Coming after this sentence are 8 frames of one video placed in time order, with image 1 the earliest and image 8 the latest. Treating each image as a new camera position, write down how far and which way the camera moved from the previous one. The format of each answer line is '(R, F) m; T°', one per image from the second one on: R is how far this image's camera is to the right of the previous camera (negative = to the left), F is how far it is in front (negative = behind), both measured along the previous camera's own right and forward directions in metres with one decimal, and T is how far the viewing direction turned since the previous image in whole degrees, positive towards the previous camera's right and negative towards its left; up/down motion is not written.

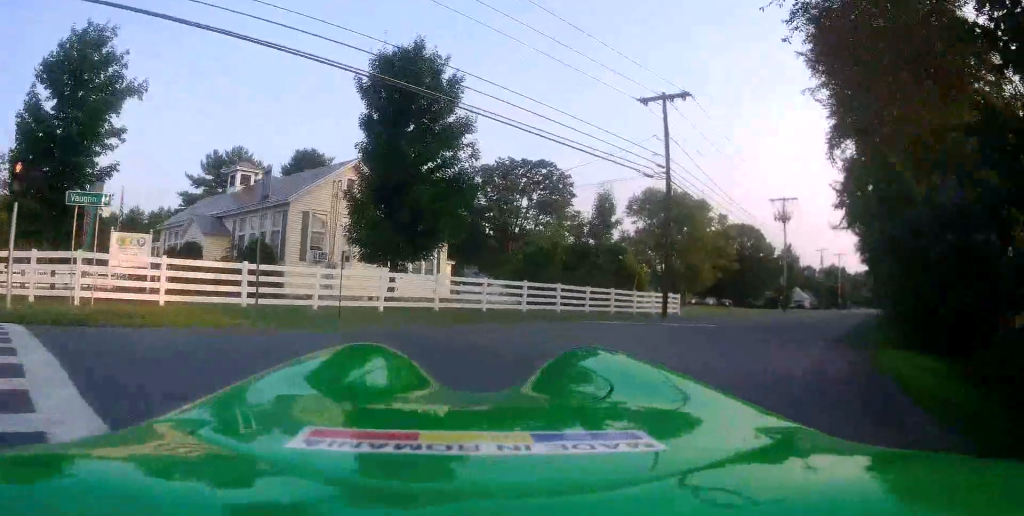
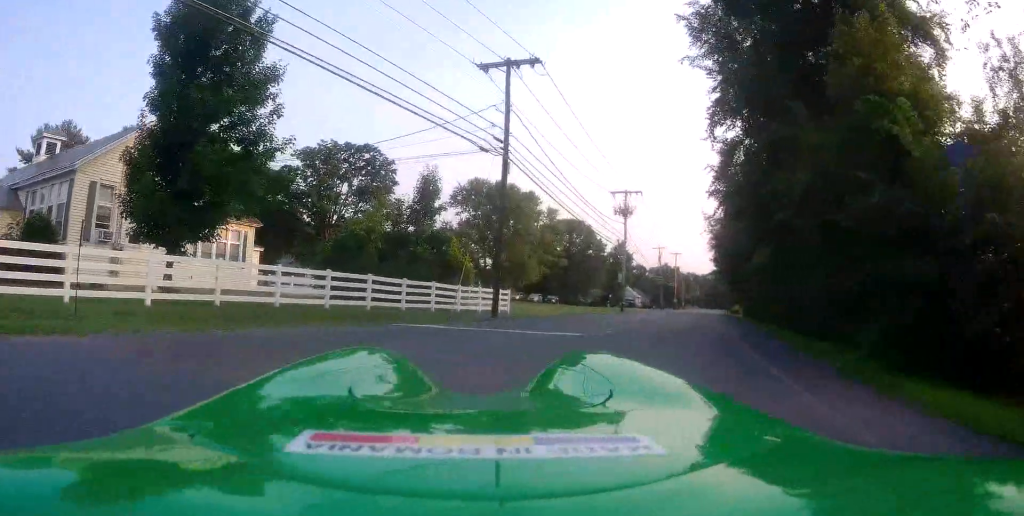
(+1.6, +4.0) m; +20°
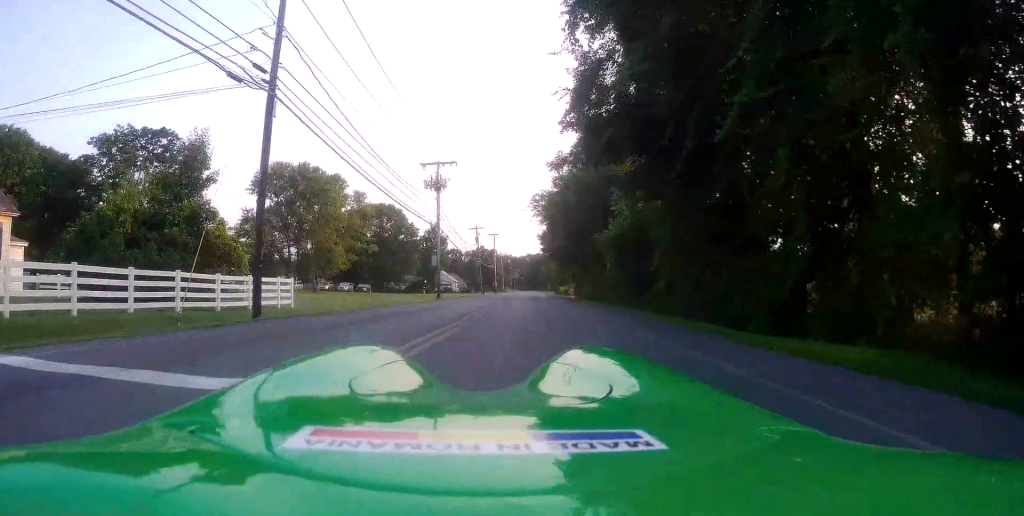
(+1.6, +7.8) m; +17°
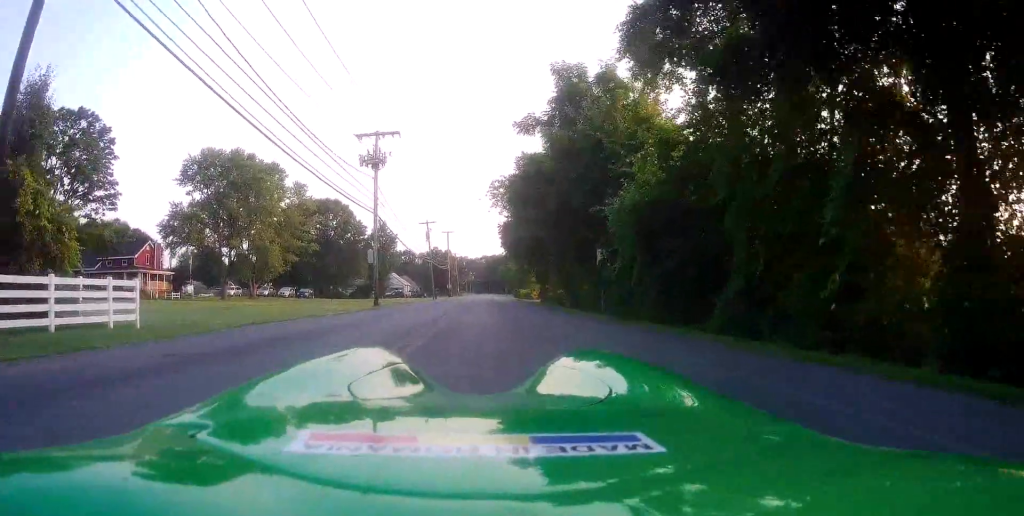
(+0.3, +10.0) m; +1°
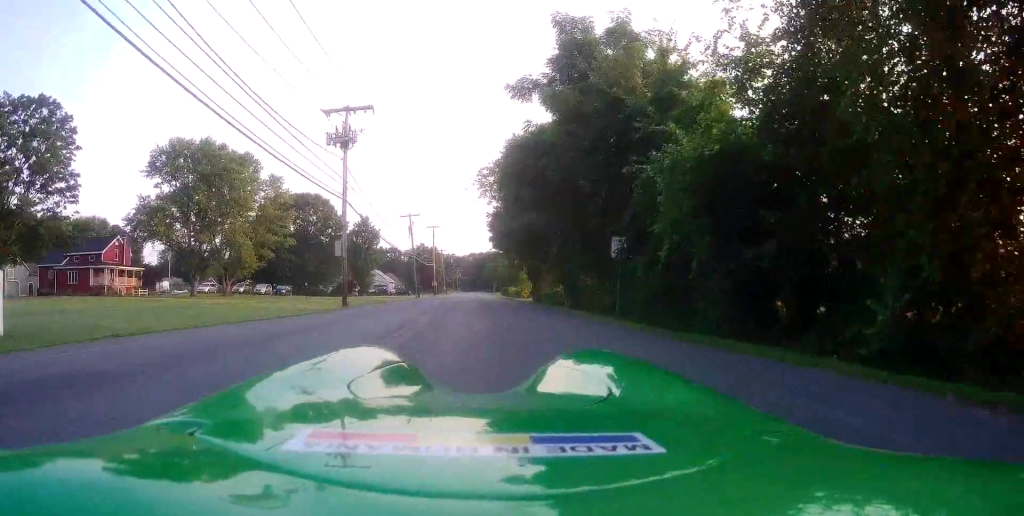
(-0.1, +5.8) m; 0°
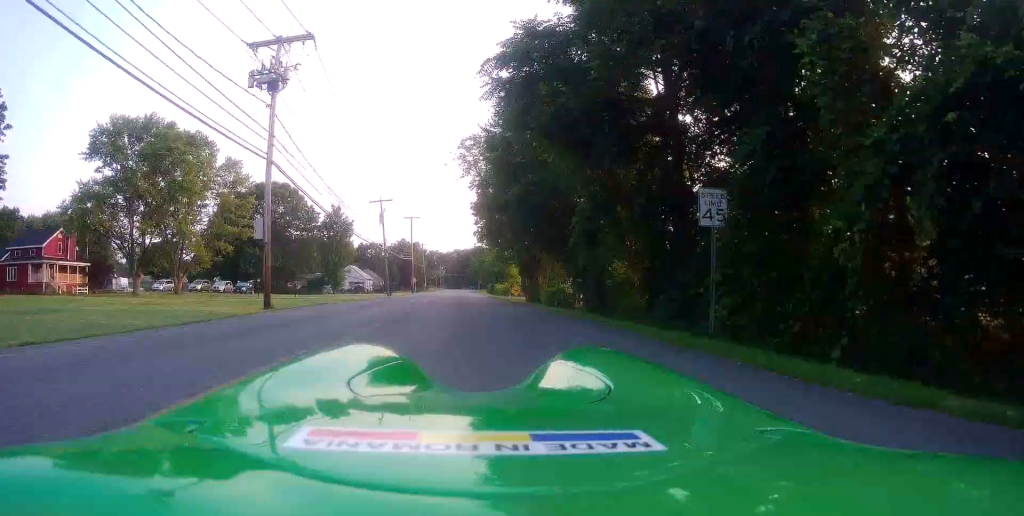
(0.0, +10.4) m; 0°
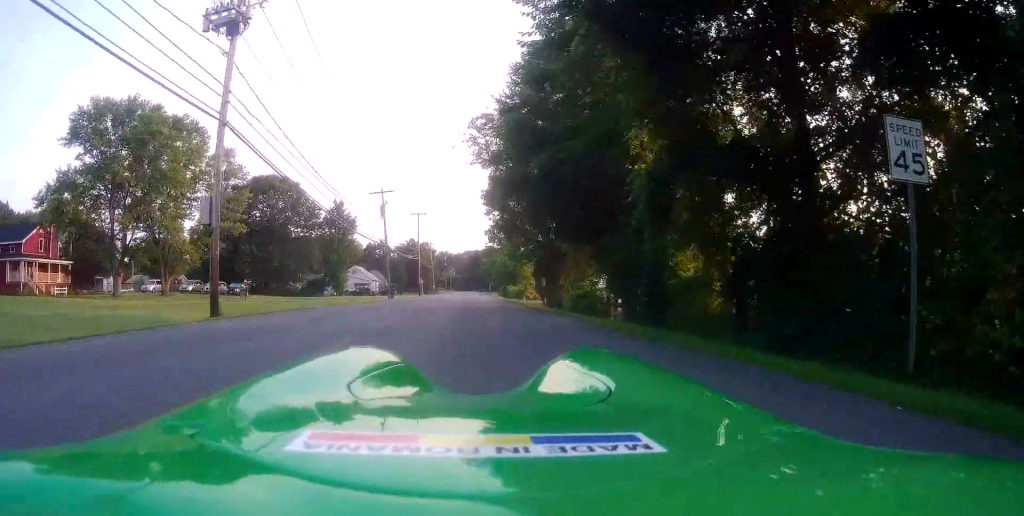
(+0.1, +5.9) m; 0°
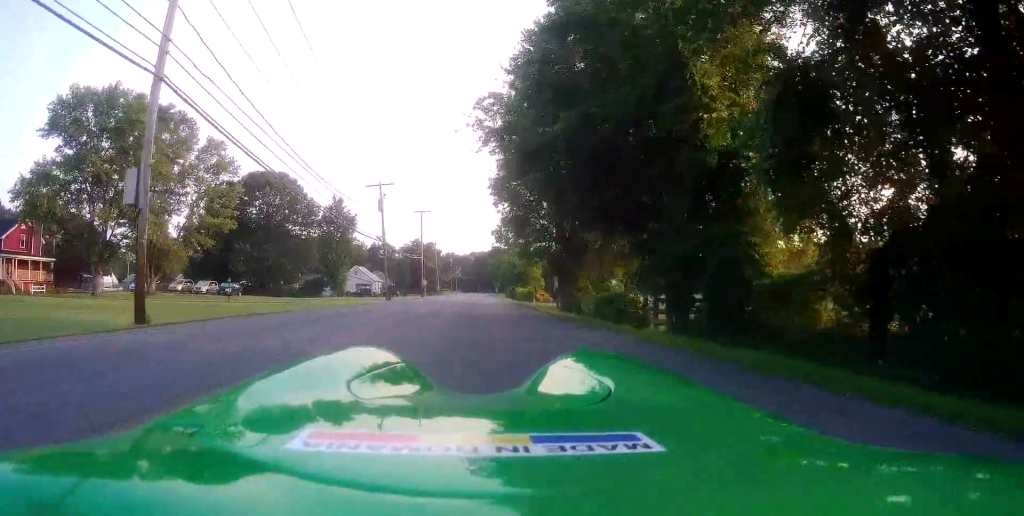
(+0.1, +4.7) m; -1°
